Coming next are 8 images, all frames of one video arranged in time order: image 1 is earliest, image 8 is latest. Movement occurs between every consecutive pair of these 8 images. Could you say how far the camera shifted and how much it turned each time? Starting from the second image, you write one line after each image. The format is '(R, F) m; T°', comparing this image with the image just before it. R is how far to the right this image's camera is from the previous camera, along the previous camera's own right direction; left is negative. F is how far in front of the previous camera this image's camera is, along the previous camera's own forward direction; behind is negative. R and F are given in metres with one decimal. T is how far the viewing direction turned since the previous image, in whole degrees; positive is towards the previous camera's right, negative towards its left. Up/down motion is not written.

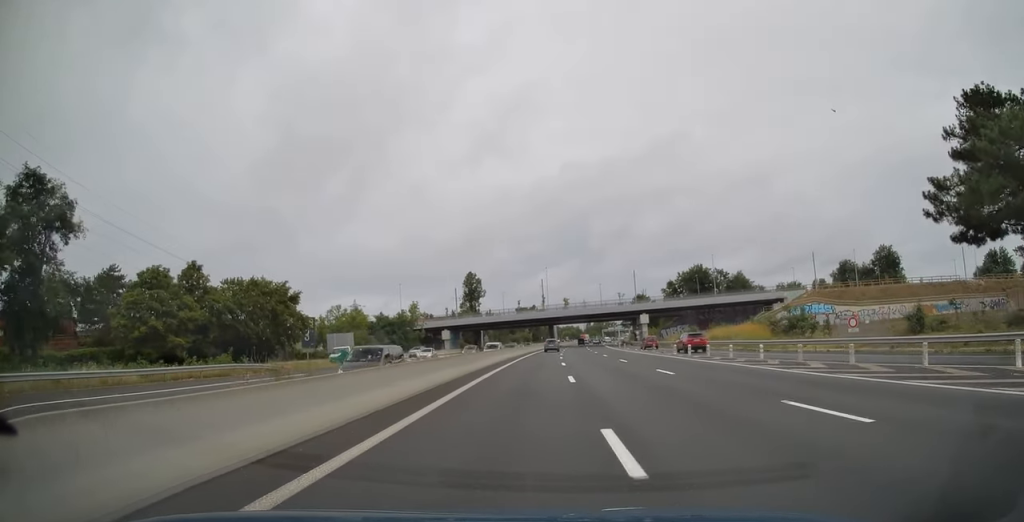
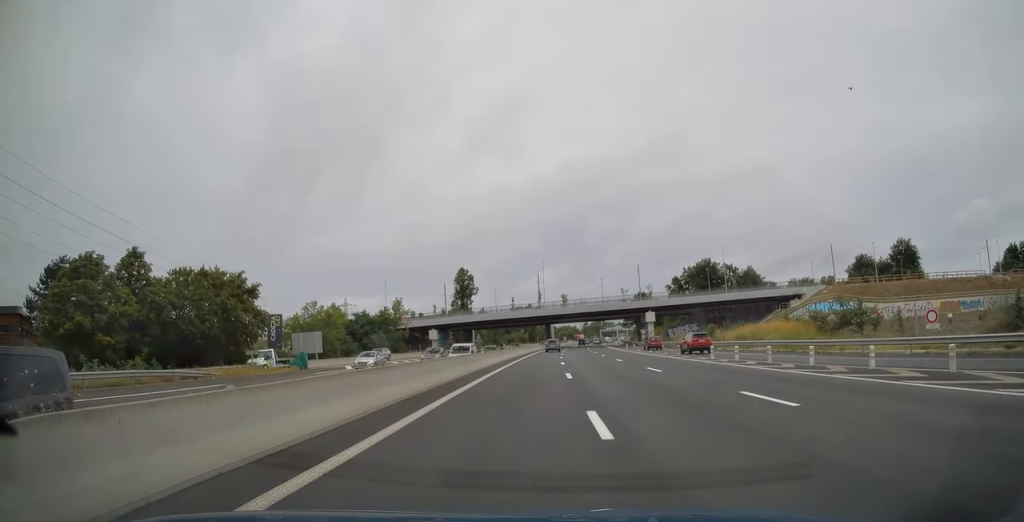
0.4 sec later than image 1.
(0.0, +10.7) m; 0°
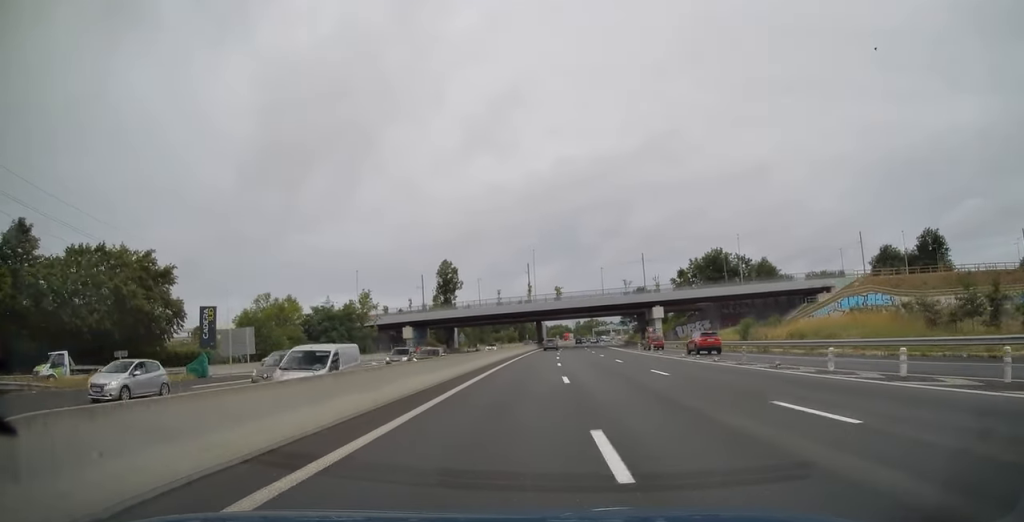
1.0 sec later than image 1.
(+0.1, +15.5) m; +1°
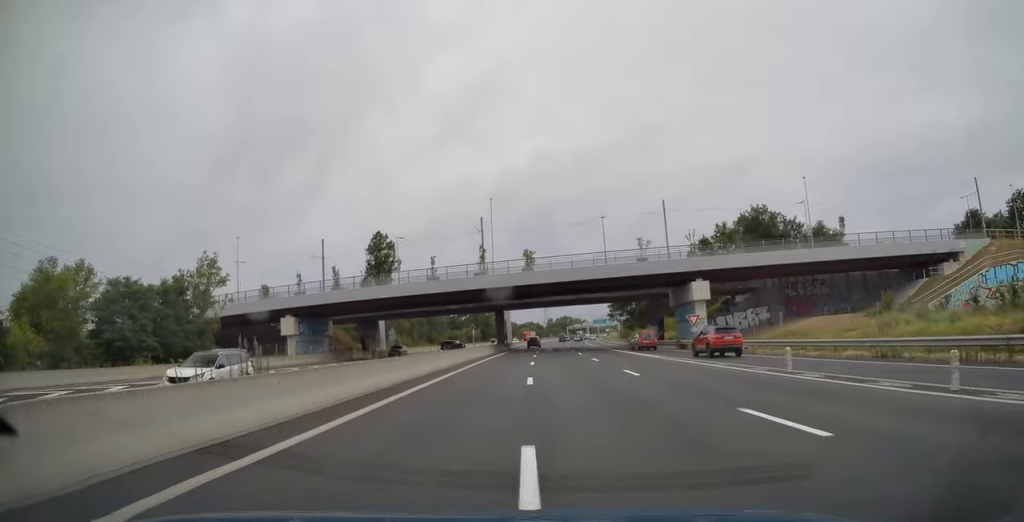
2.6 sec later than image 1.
(+0.6, +40.6) m; +2°
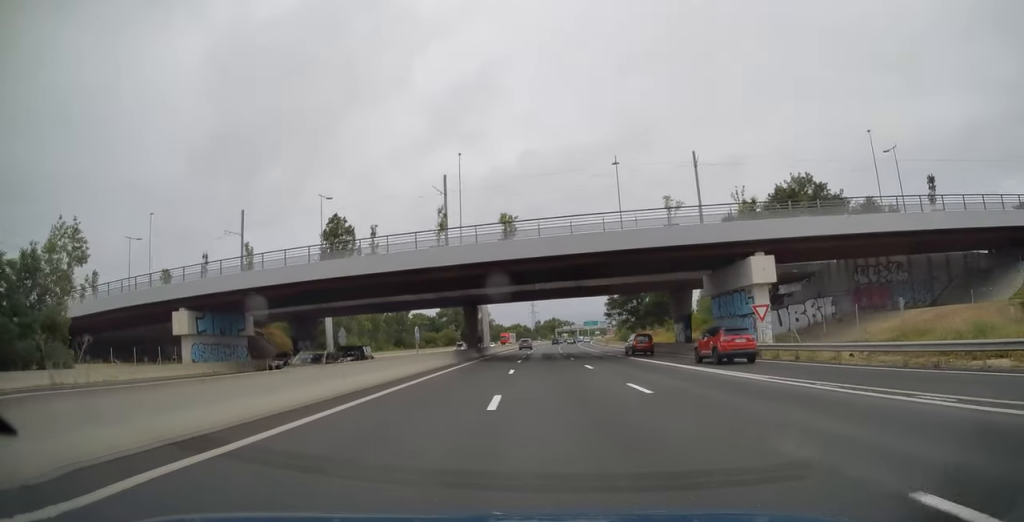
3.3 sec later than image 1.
(+0.2, +19.0) m; +1°
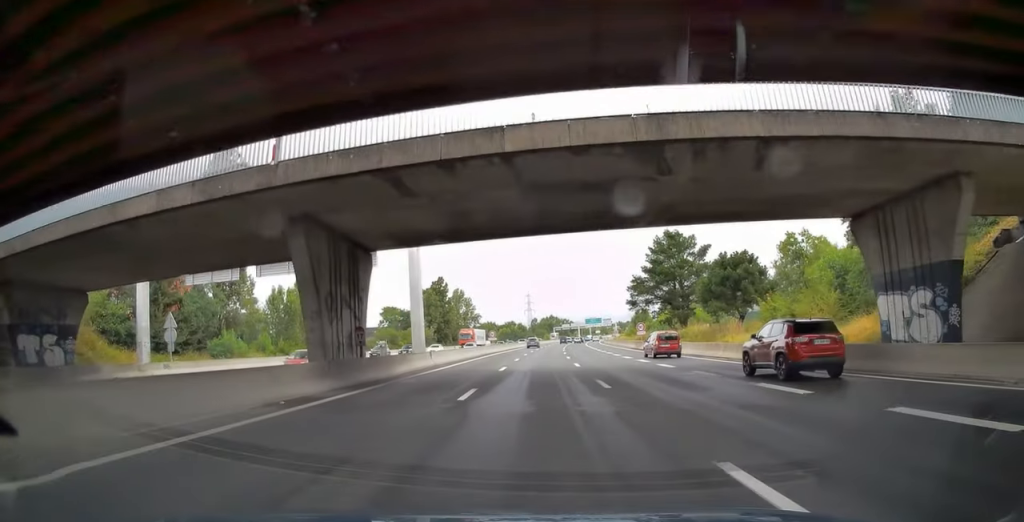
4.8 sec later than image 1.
(+0.6, +37.7) m; +2°
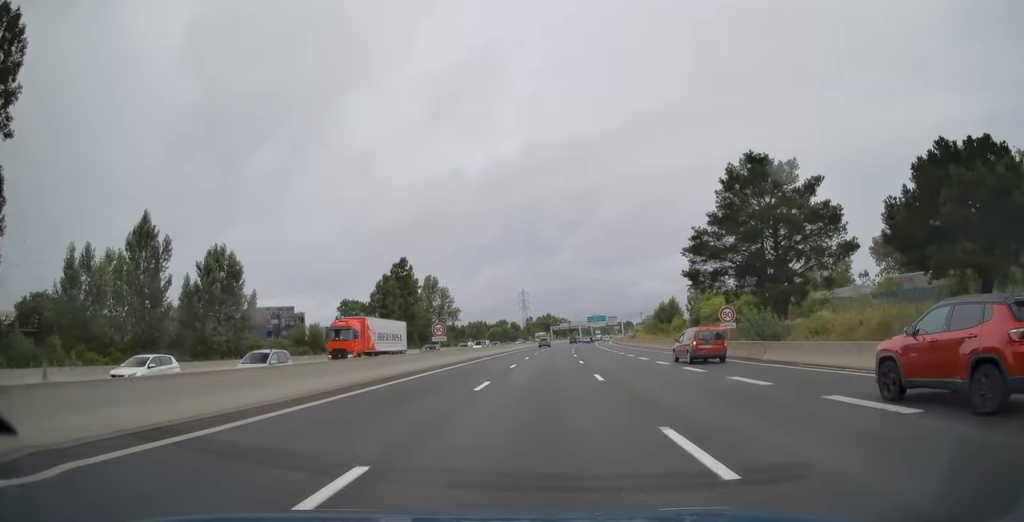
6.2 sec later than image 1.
(+0.4, +36.3) m; +1°
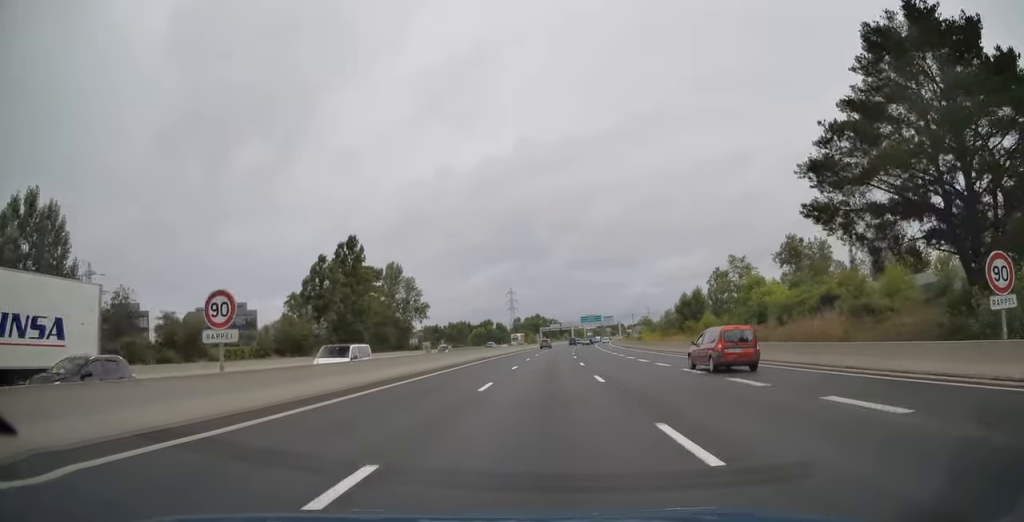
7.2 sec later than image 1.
(+0.2, +25.3) m; +1°
